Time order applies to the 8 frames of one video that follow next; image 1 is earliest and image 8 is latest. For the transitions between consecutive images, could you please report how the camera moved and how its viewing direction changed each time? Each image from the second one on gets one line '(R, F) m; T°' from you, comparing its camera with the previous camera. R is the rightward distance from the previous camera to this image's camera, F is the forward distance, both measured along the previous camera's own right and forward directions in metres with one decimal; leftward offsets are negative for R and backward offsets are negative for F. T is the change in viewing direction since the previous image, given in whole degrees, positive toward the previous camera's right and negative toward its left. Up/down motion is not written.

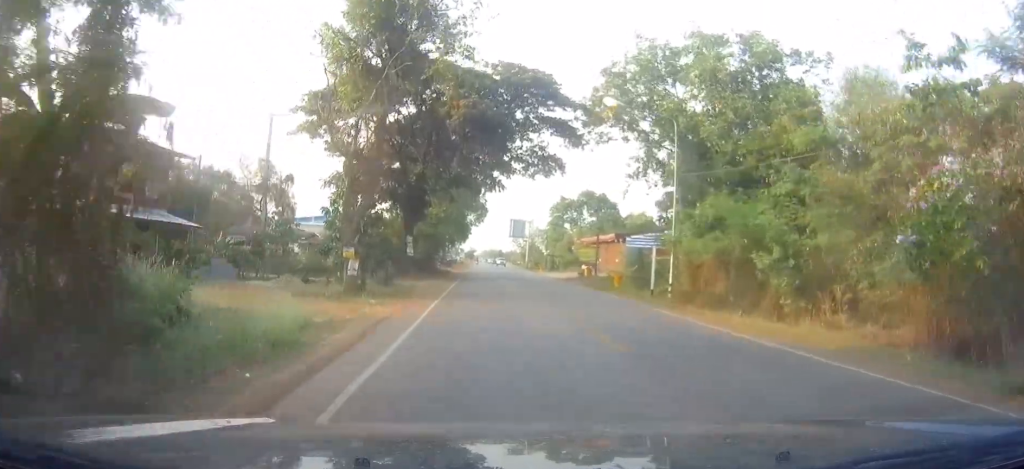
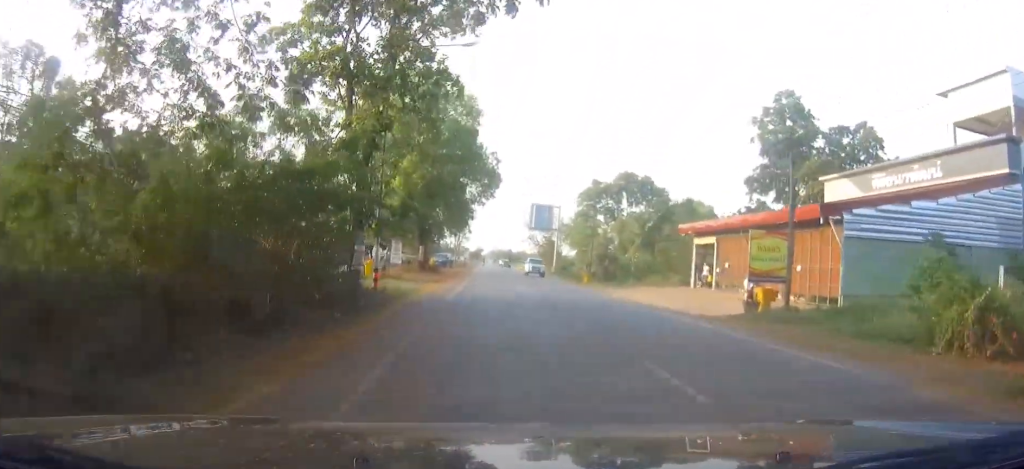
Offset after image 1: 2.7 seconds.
(-0.3, +40.9) m; -1°
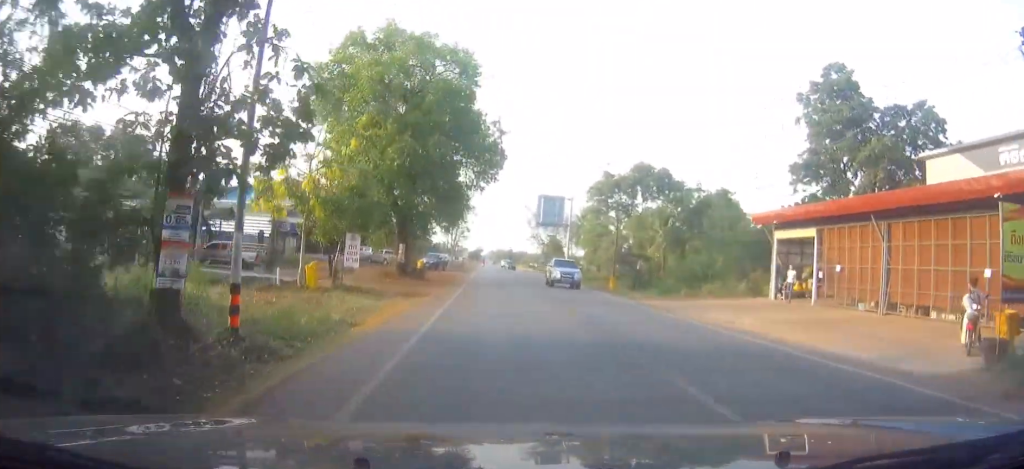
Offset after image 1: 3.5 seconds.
(0.0, +13.4) m; 0°
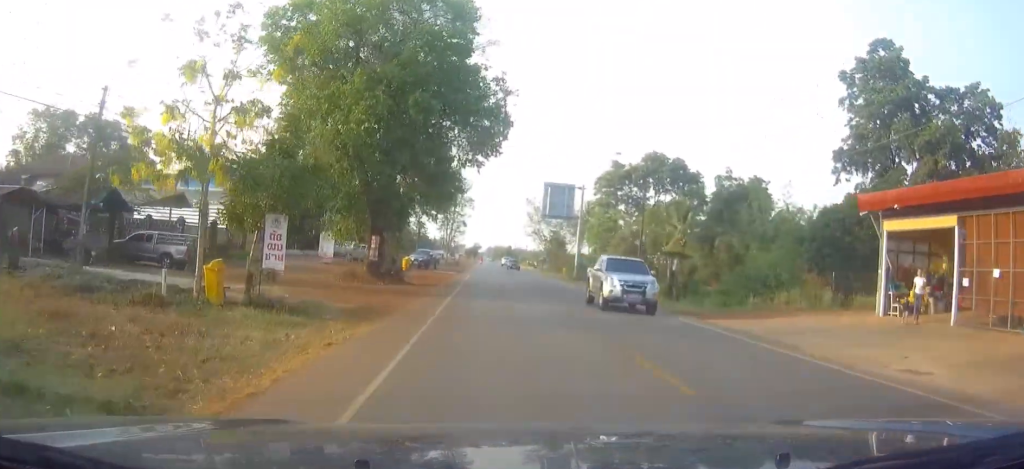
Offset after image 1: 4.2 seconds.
(+0.1, +10.3) m; +1°
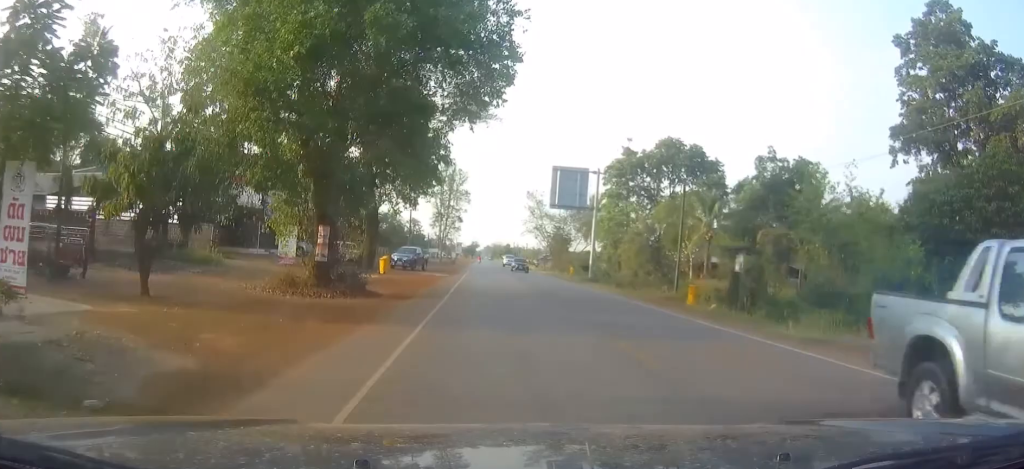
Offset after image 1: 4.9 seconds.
(+0.1, +10.3) m; 0°
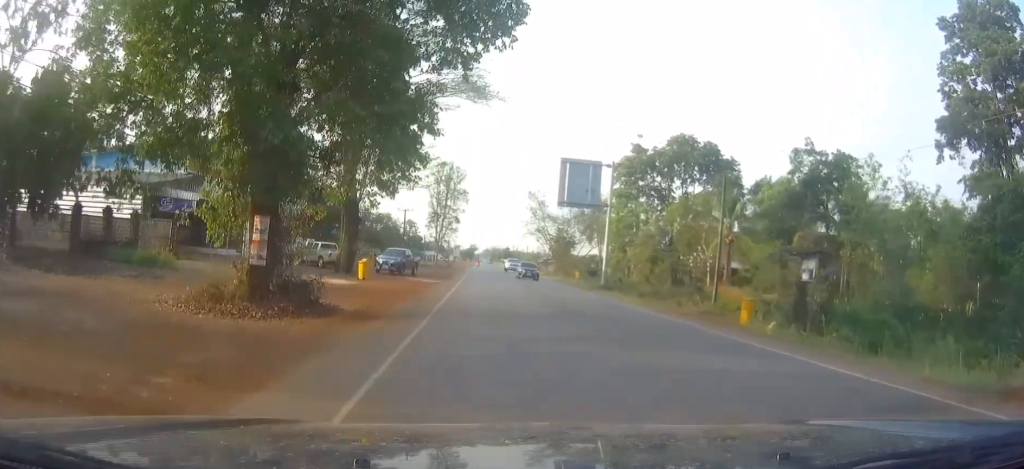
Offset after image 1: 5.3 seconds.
(0.0, +6.7) m; 0°
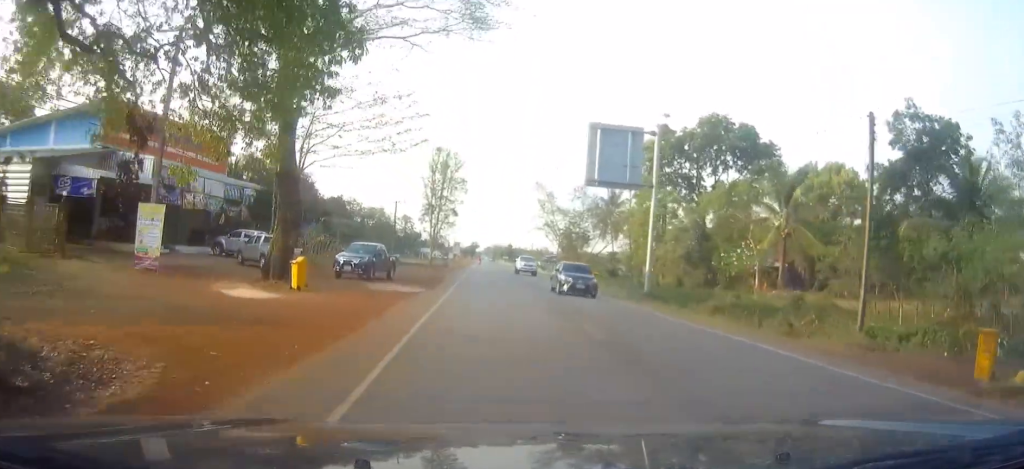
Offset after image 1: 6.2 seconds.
(0.0, +13.5) m; 0°
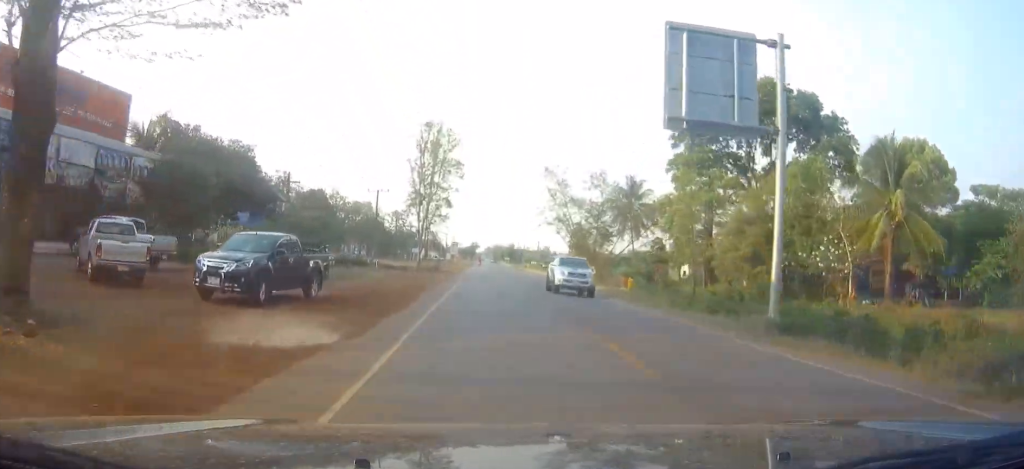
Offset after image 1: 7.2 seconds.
(0.0, +16.3) m; 0°
